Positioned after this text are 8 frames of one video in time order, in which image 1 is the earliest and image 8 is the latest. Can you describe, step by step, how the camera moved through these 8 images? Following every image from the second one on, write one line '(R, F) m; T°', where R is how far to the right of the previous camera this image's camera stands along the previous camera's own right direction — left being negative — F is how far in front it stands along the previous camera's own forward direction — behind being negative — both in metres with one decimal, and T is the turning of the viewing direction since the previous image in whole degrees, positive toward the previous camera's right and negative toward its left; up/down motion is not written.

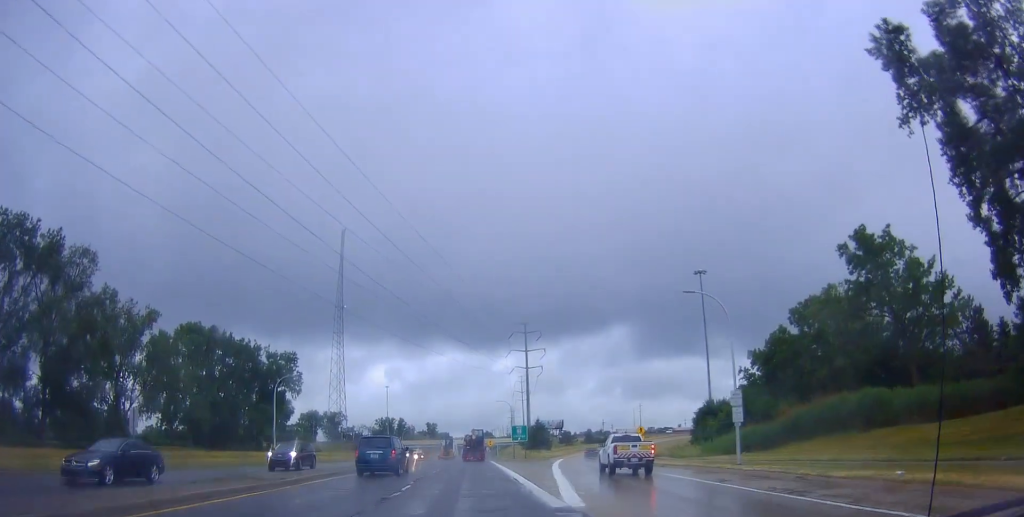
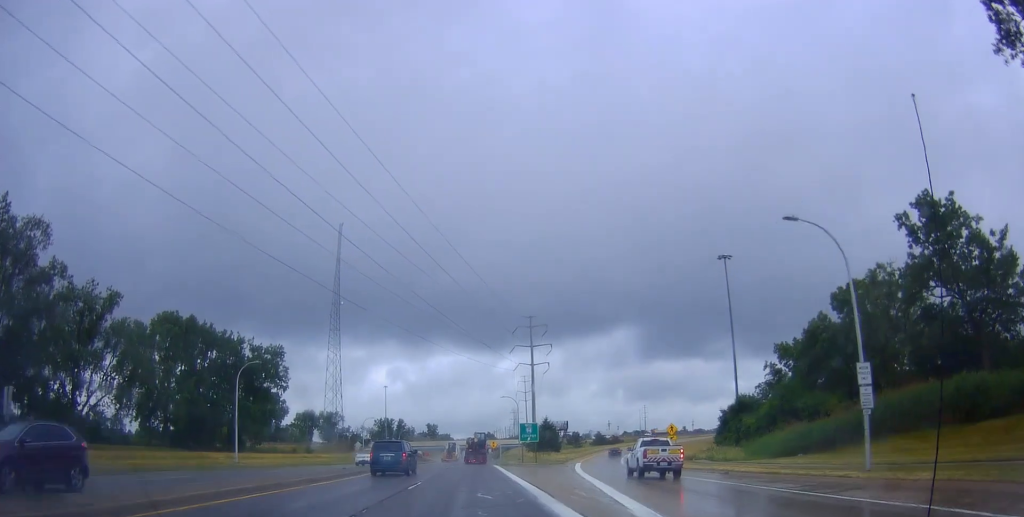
(-0.2, +10.6) m; -1°
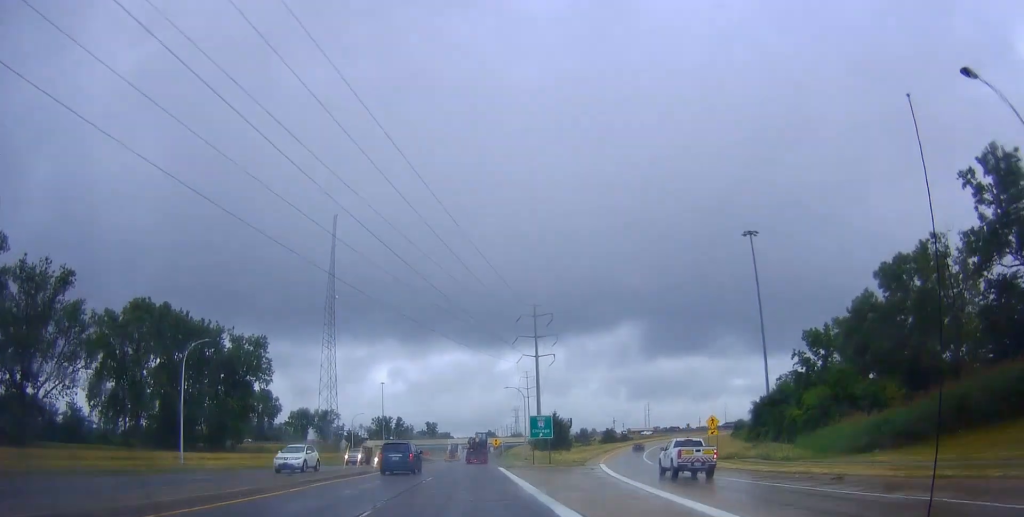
(-0.1, +10.4) m; -2°
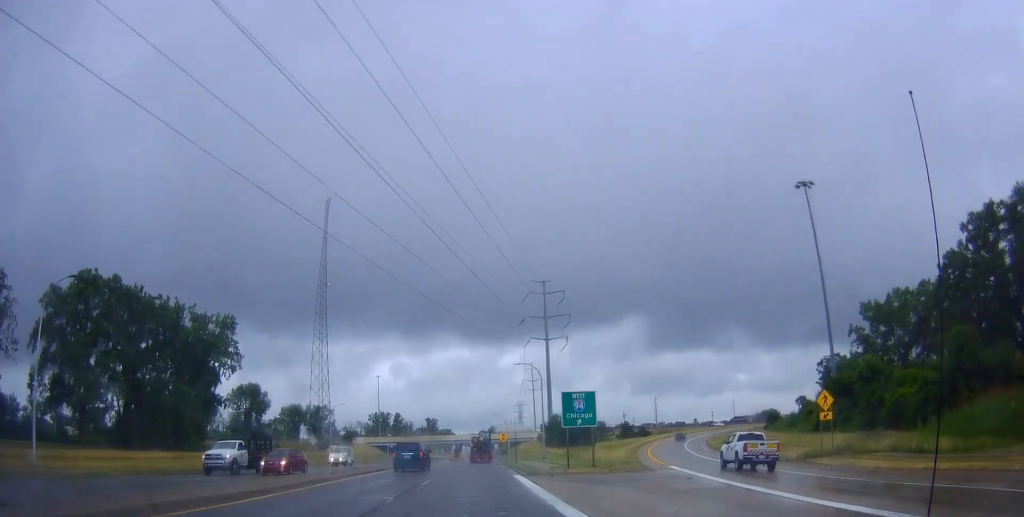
(-0.3, +16.7) m; -3°
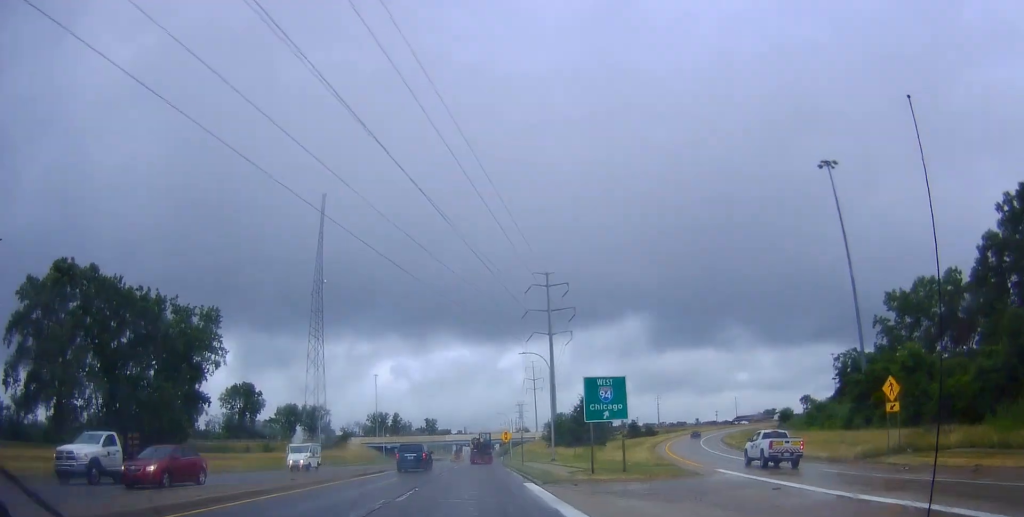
(-0.2, +6.2) m; -1°
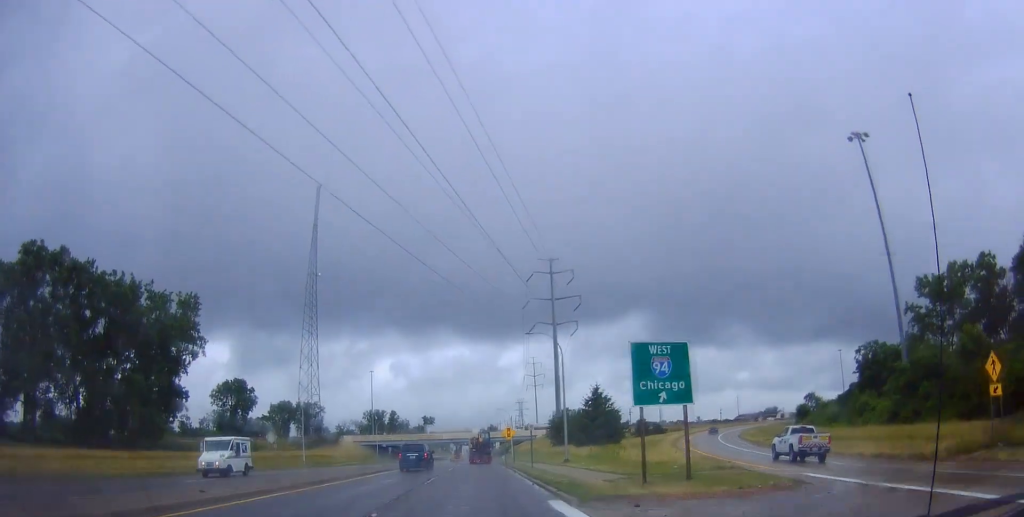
(0.0, +7.4) m; 0°
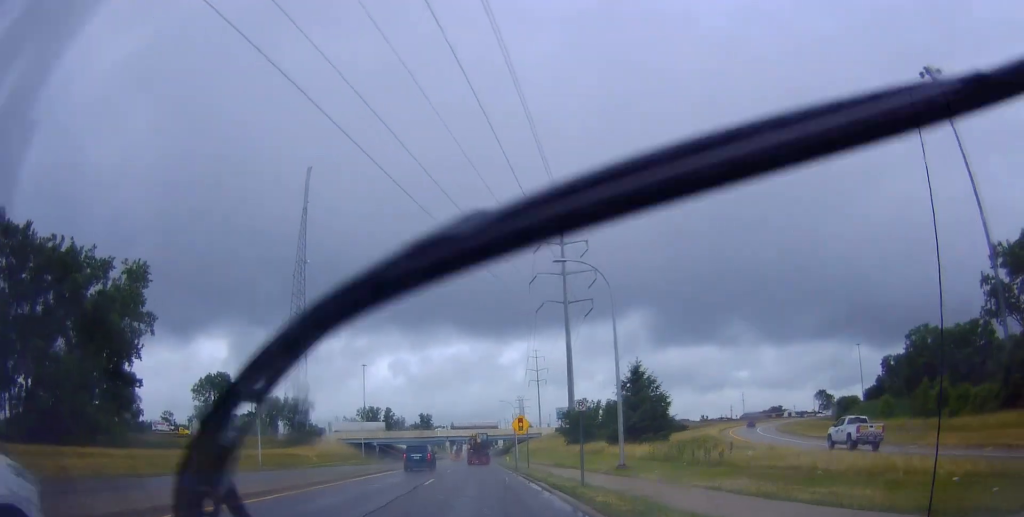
(+0.2, +15.3) m; +2°
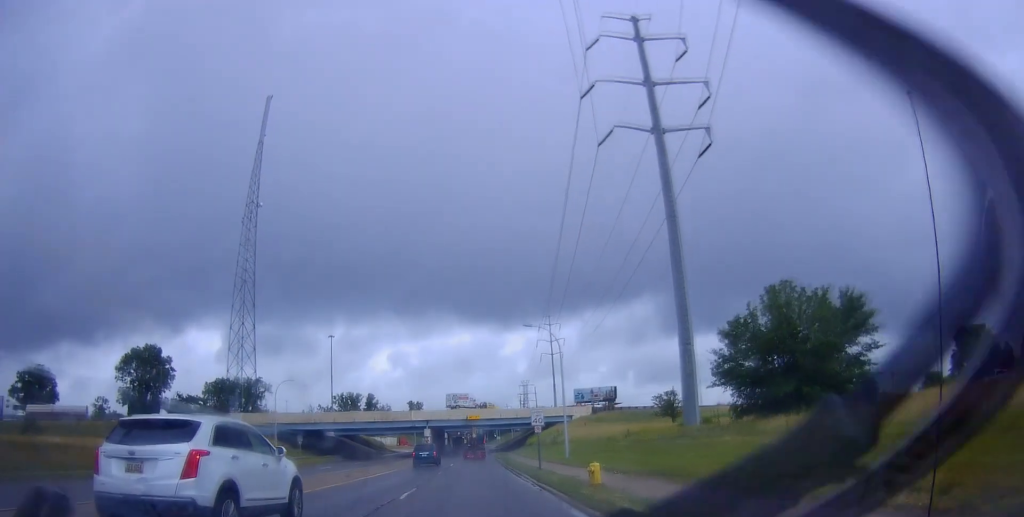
(+0.7, +50.5) m; 0°
